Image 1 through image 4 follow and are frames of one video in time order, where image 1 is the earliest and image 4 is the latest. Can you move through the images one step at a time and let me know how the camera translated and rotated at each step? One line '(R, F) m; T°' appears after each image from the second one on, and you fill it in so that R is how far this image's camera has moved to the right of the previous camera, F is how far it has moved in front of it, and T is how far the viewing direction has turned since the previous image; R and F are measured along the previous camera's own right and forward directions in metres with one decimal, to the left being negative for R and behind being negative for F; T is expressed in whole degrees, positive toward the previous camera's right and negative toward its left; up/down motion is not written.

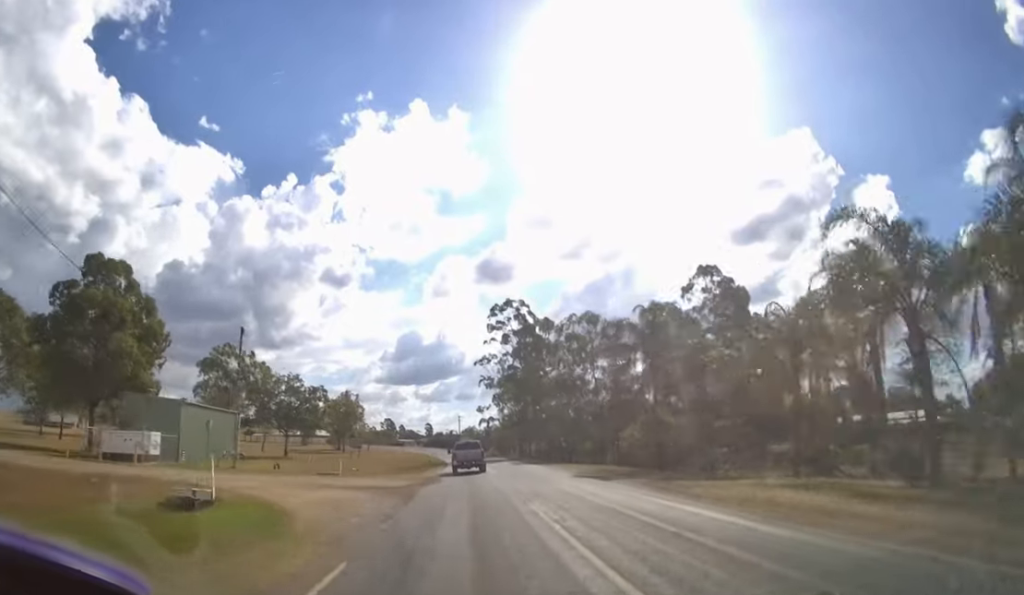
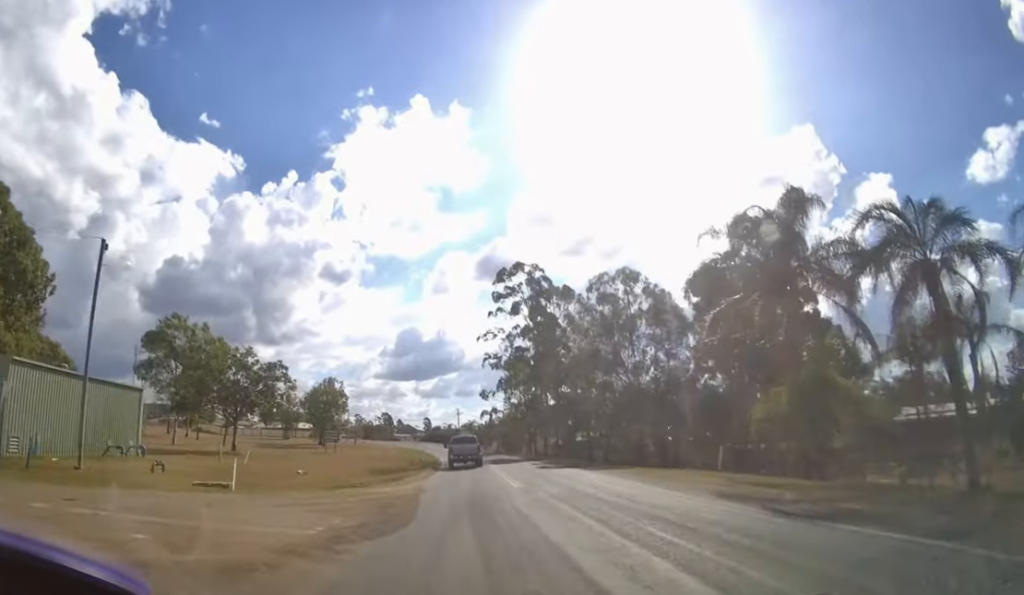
(-0.1, +14.0) m; 0°
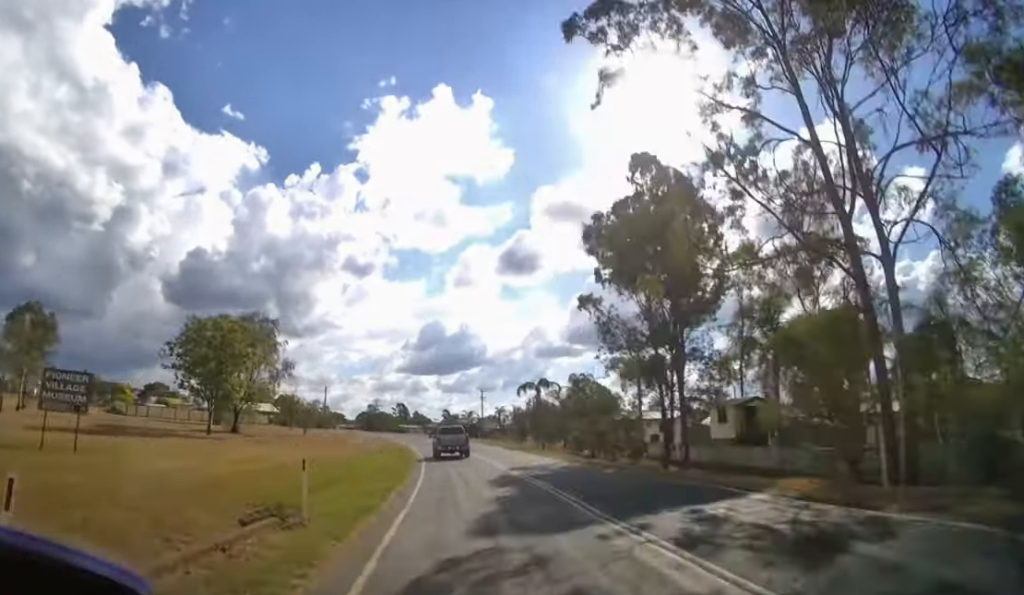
(-0.6, +49.9) m; -3°
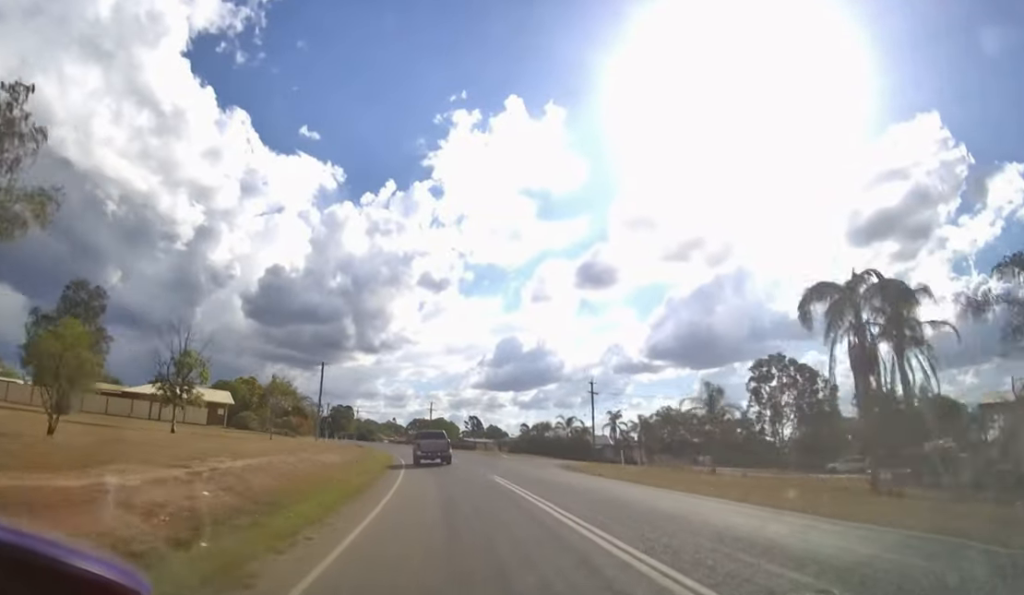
(-2.9, +45.5) m; -8°
